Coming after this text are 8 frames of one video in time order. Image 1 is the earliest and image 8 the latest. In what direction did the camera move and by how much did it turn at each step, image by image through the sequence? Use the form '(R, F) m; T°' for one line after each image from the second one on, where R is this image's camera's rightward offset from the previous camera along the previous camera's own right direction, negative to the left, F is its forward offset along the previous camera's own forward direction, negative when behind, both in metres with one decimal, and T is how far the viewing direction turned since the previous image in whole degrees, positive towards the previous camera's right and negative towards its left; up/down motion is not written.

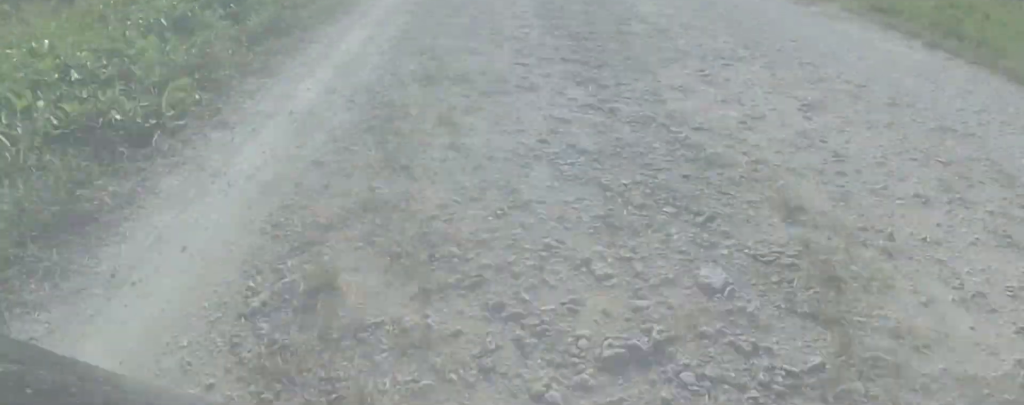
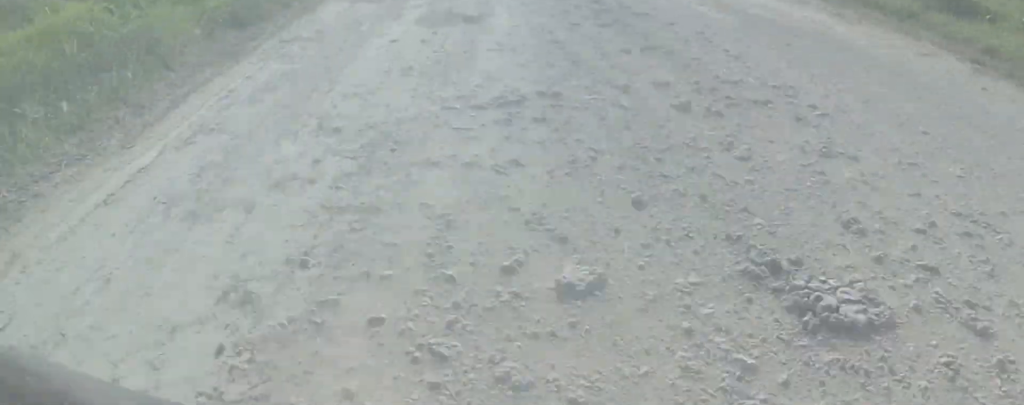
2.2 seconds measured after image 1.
(-1.2, +20.2) m; -4°
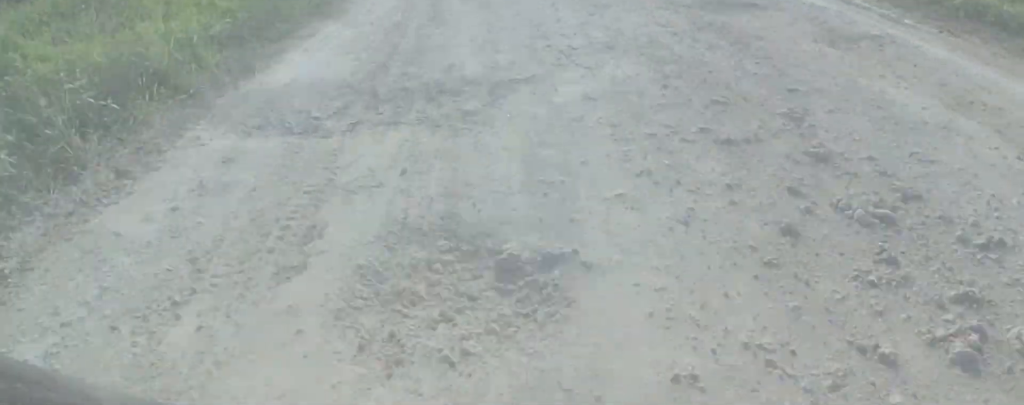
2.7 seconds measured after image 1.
(-0.1, +3.9) m; 0°
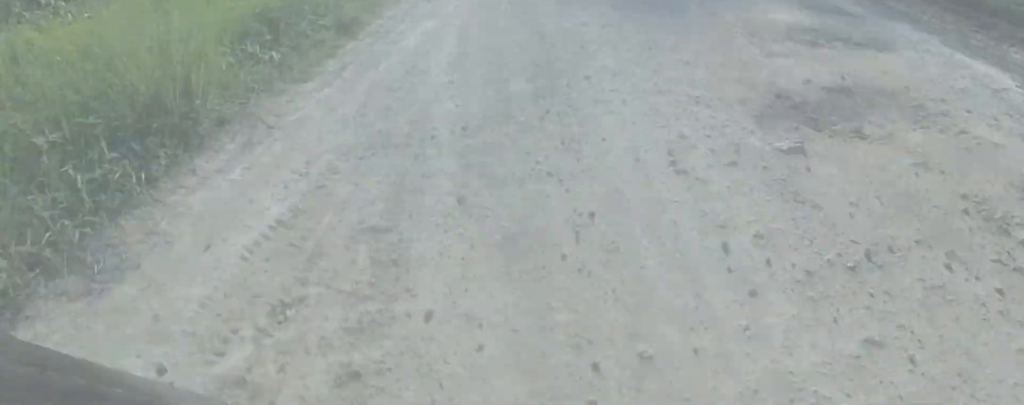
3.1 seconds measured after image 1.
(+0.2, +3.9) m; 0°
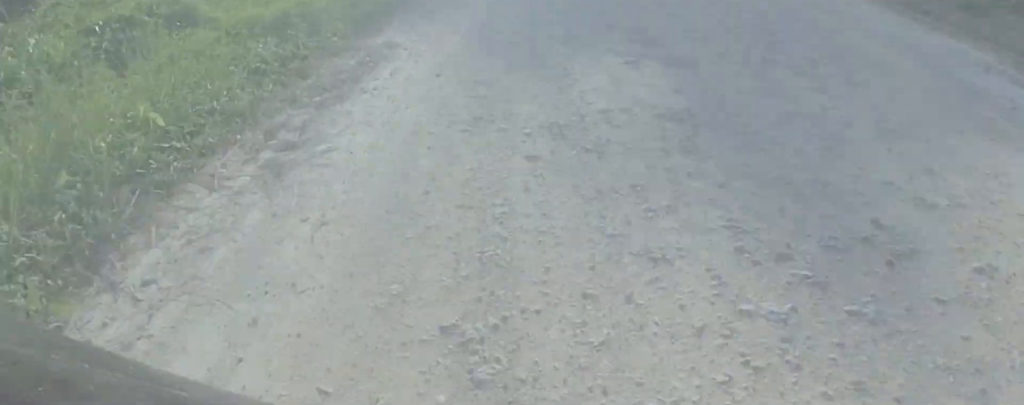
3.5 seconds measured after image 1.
(+0.2, +3.6) m; 0°
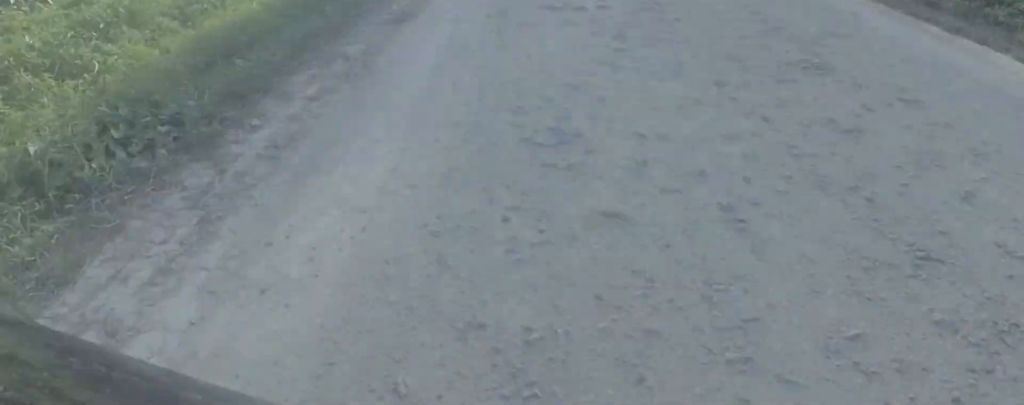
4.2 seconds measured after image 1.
(-0.3, +6.5) m; -2°
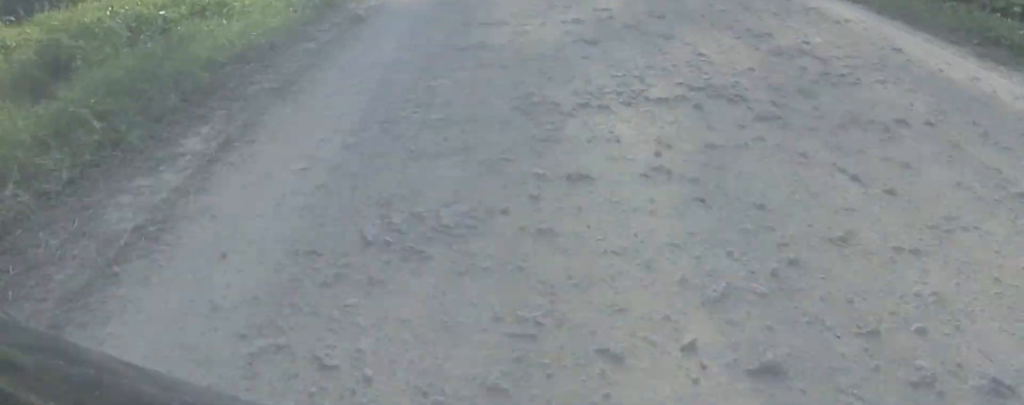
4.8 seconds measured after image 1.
(-0.1, +6.0) m; -2°
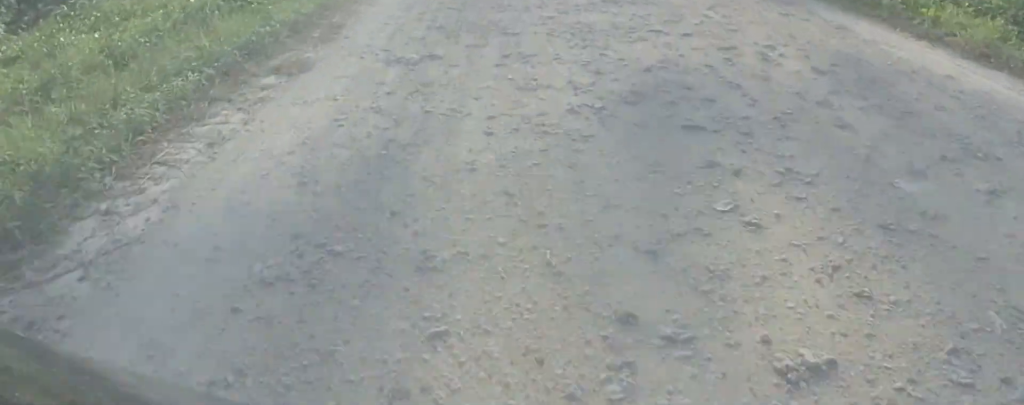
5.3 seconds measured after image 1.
(0.0, +4.2) m; -1°
